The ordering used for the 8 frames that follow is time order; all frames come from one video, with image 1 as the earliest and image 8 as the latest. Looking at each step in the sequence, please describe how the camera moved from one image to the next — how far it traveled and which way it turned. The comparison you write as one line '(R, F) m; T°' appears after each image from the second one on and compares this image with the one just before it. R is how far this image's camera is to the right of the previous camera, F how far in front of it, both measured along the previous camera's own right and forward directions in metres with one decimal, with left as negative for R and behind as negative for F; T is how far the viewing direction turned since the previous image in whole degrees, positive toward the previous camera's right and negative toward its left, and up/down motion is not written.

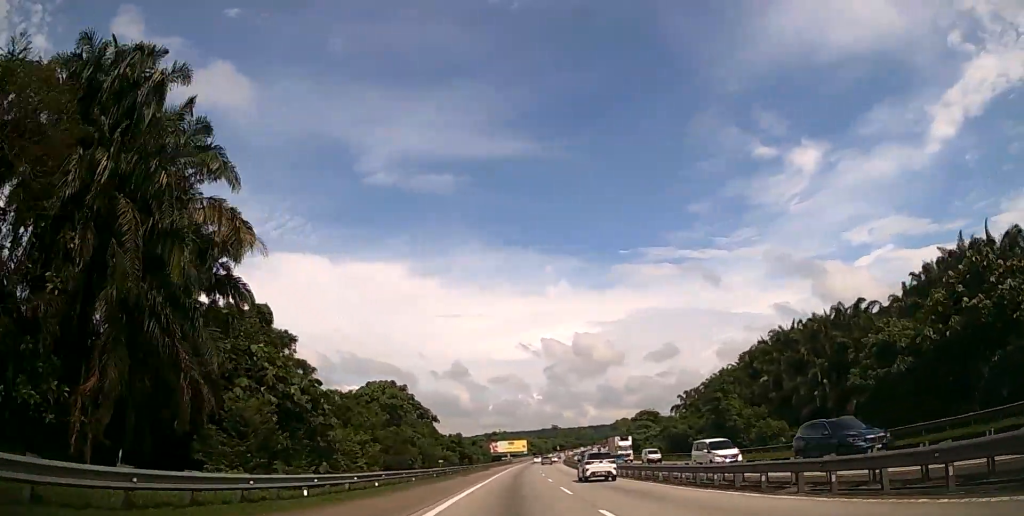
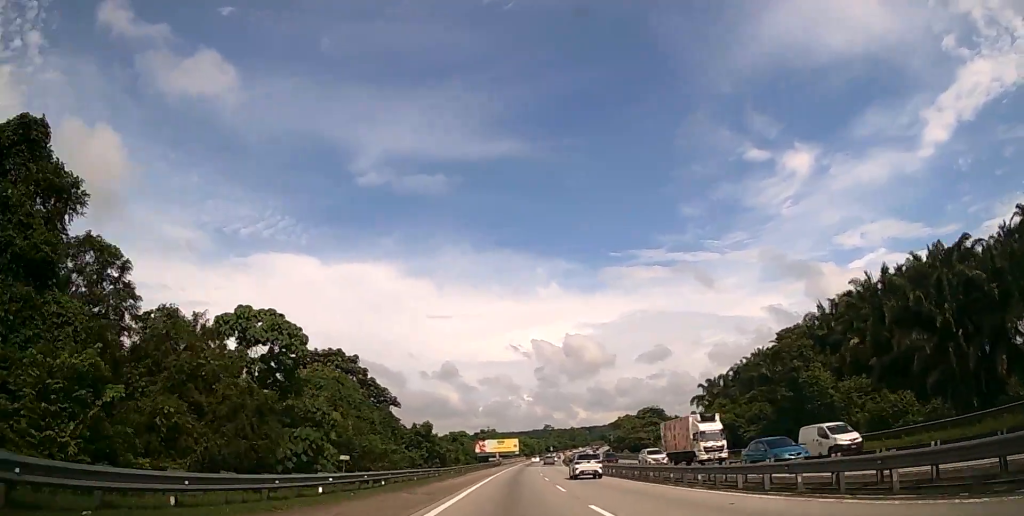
(+0.2, +22.5) m; +1°
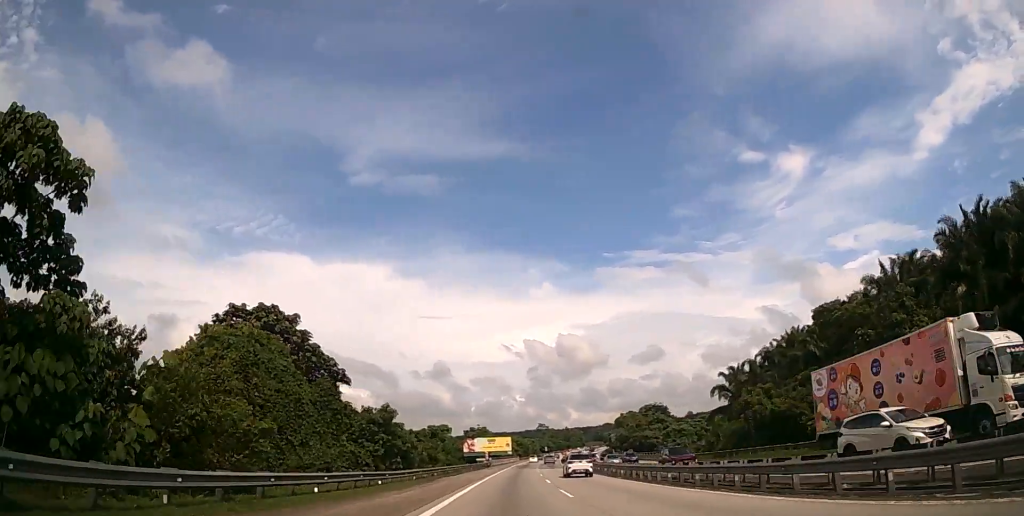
(0.0, +16.0) m; +1°
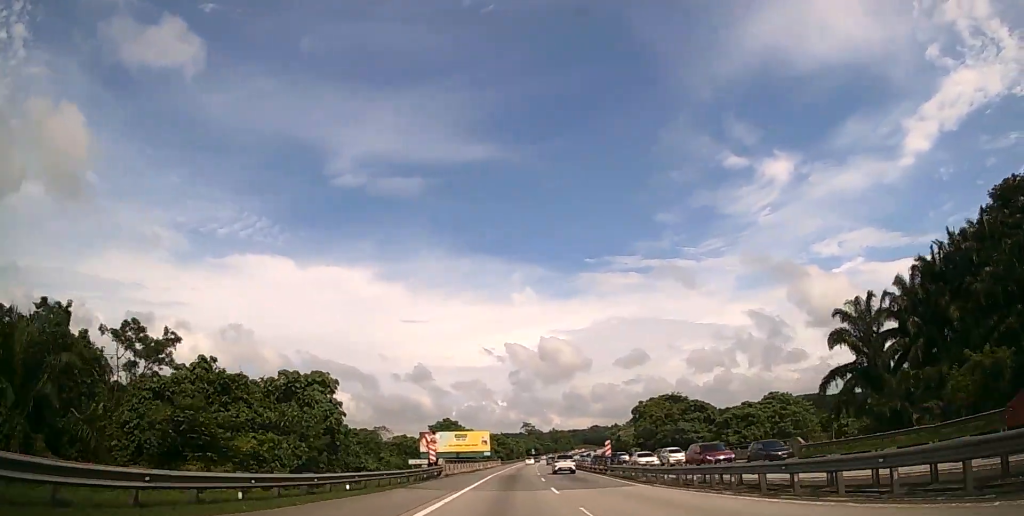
(+0.9, +44.7) m; +2°
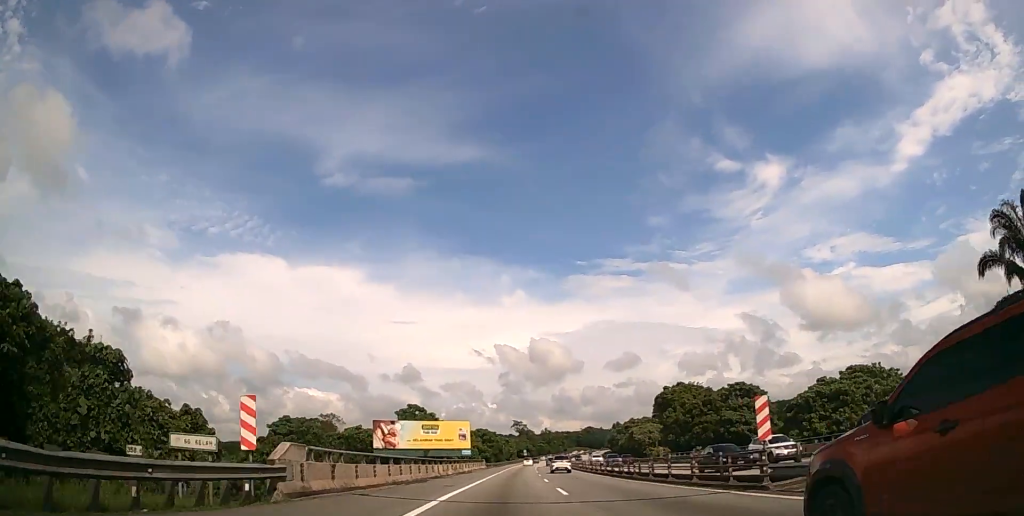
(+0.3, +27.5) m; +1°
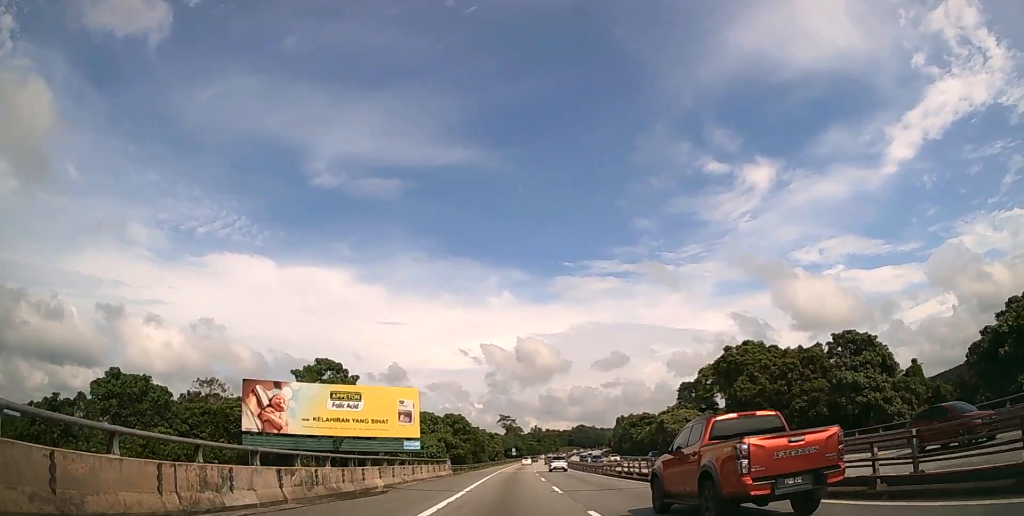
(+0.3, +33.8) m; +1°
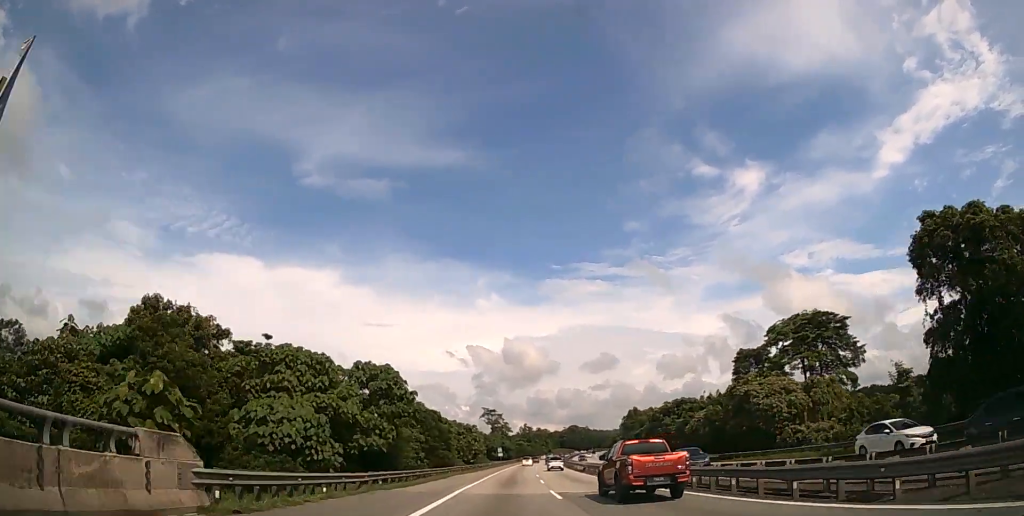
(+0.6, +37.6) m; +1°
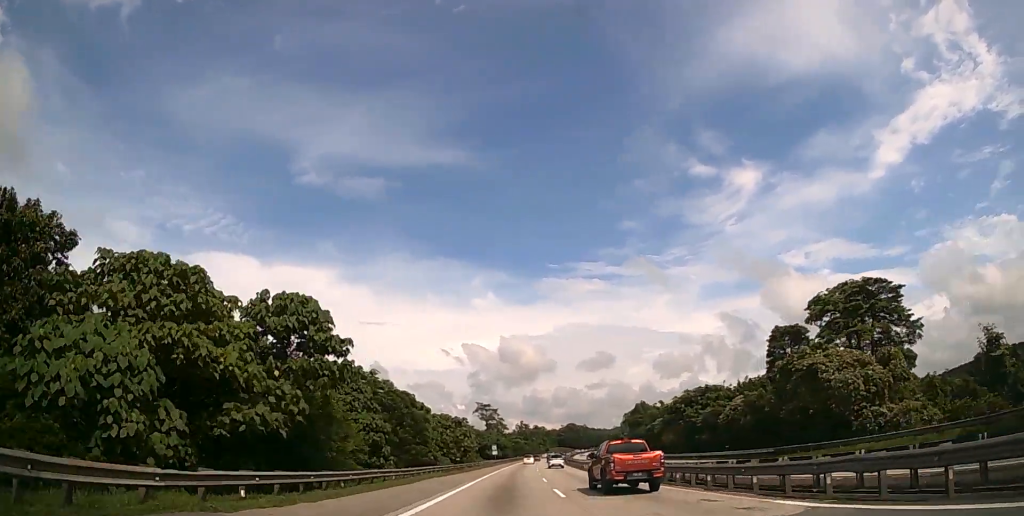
(+0.1, +13.6) m; 0°
